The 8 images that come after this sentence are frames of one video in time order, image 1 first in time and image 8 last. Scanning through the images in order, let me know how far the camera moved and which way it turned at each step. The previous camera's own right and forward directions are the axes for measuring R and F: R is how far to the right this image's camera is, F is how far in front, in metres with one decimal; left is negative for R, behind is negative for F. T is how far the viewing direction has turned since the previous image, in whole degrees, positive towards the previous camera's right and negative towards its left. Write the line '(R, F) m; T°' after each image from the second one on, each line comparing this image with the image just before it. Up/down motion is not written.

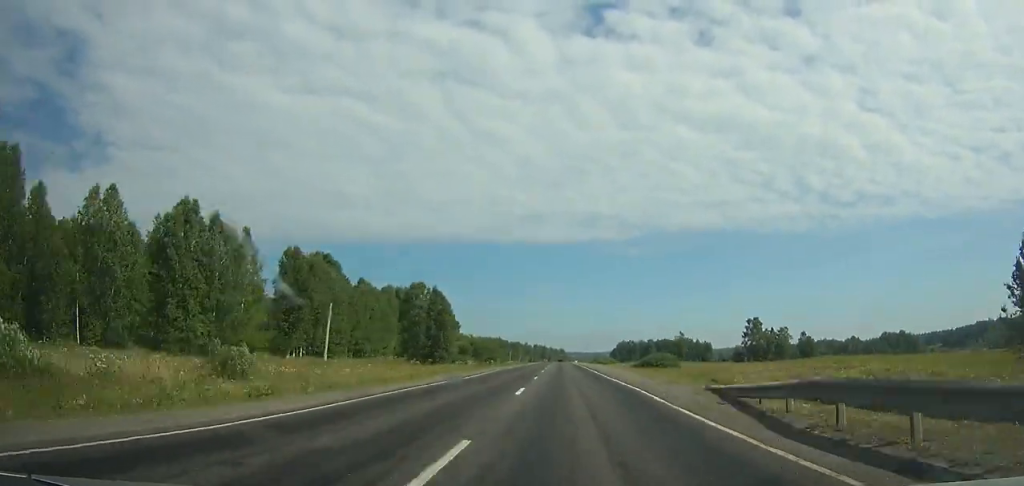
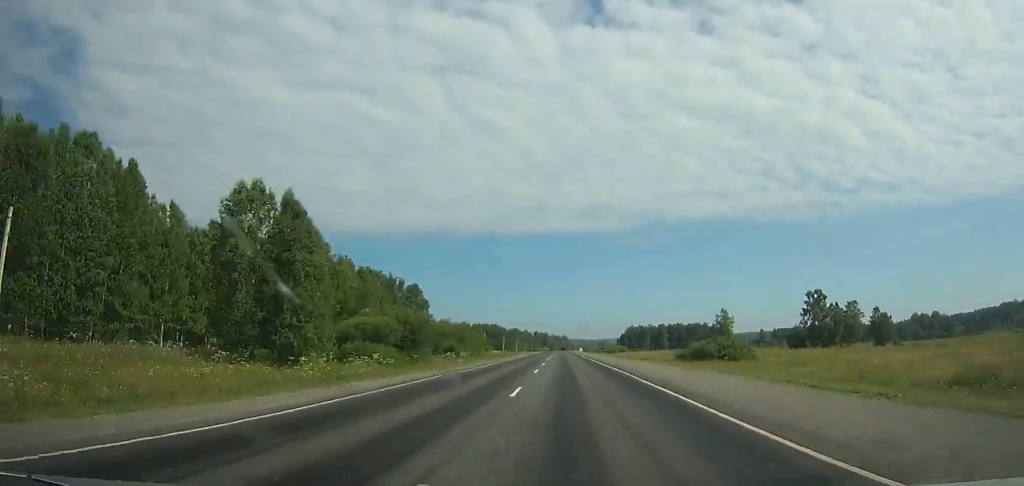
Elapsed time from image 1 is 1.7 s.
(-0.5, +50.4) m; 0°
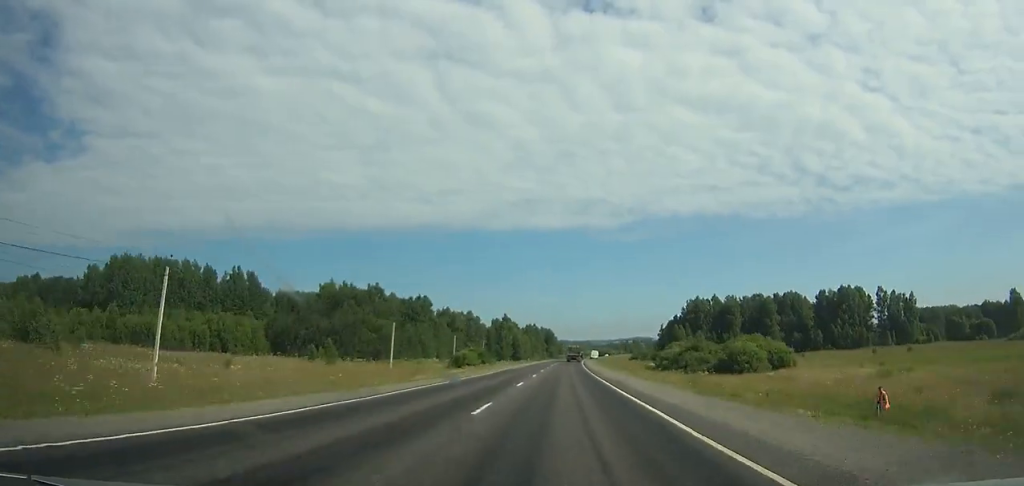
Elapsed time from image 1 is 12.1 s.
(+1.0, +289.8) m; +2°
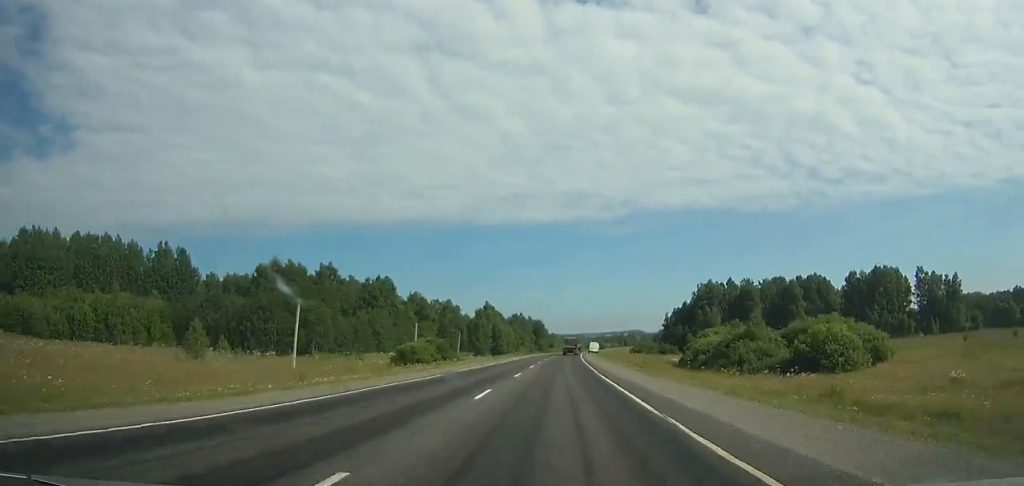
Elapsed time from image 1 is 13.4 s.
(0.0, +33.7) m; +1°
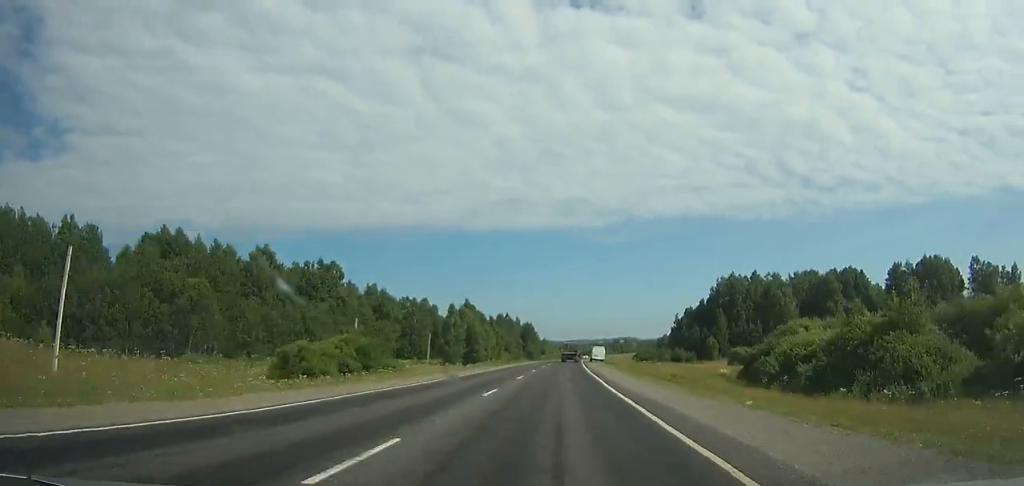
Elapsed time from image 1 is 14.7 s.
(+0.3, +32.3) m; +1°
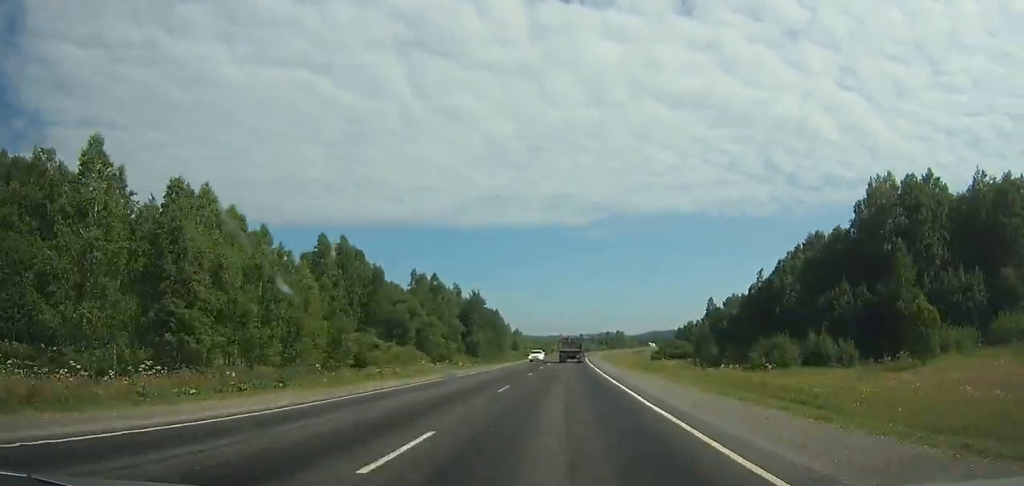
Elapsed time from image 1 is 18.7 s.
(+1.7, +95.2) m; +2°
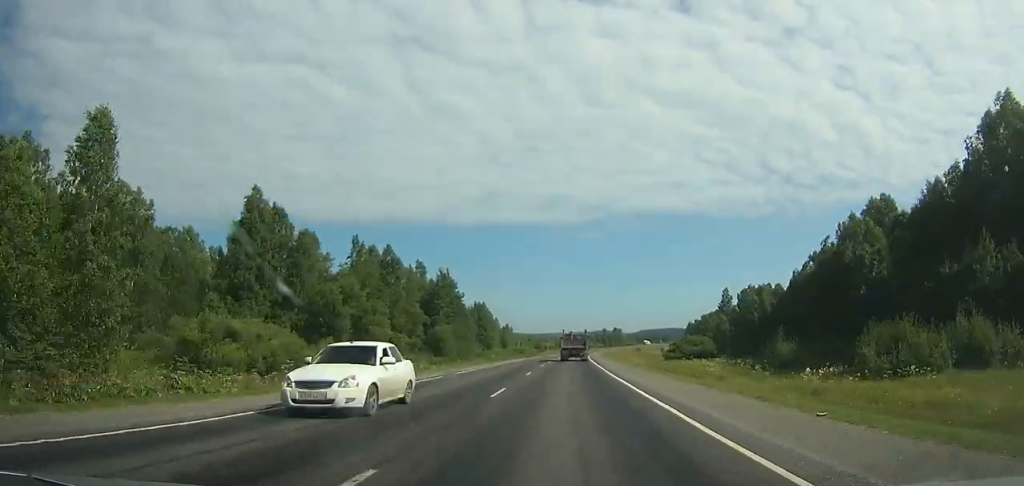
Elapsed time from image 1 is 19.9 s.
(0.0, +27.5) m; +1°
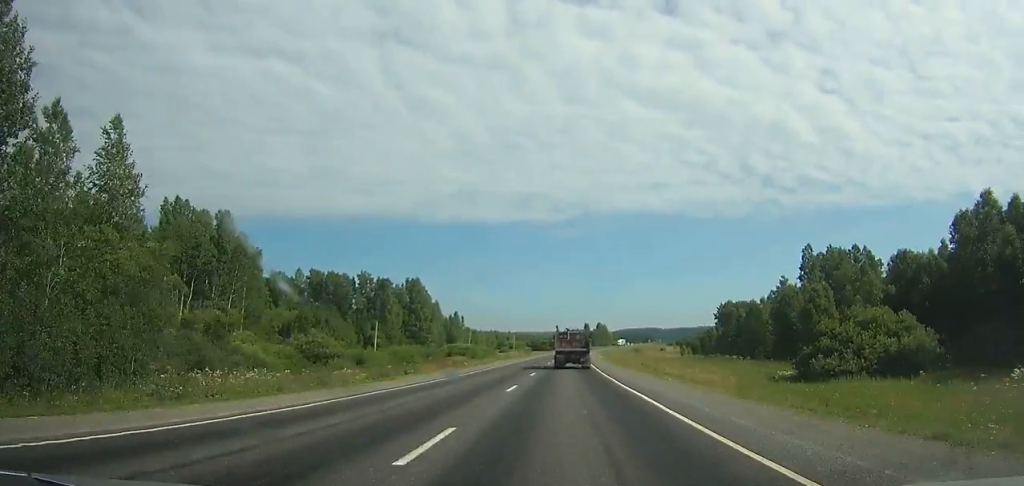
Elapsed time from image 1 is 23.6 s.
(+1.7, +79.4) m; +2°
